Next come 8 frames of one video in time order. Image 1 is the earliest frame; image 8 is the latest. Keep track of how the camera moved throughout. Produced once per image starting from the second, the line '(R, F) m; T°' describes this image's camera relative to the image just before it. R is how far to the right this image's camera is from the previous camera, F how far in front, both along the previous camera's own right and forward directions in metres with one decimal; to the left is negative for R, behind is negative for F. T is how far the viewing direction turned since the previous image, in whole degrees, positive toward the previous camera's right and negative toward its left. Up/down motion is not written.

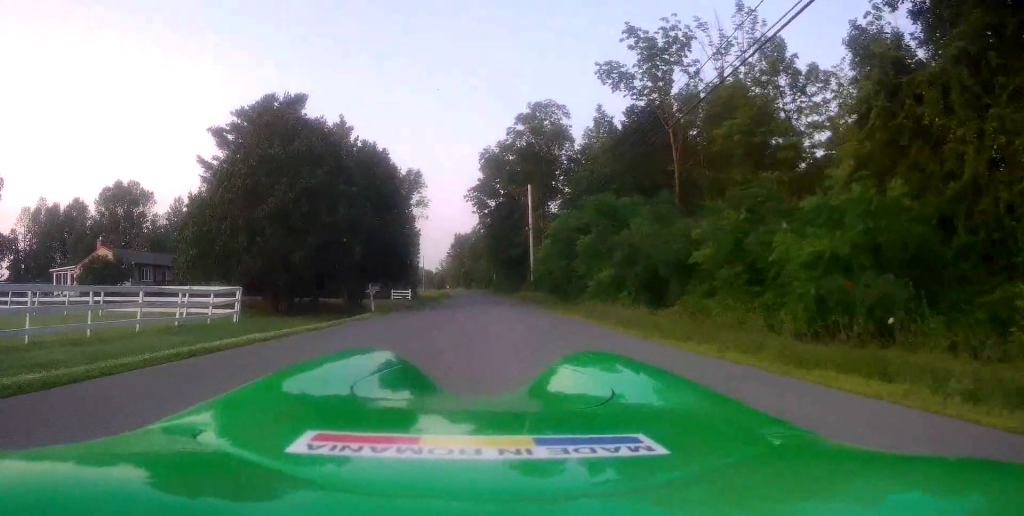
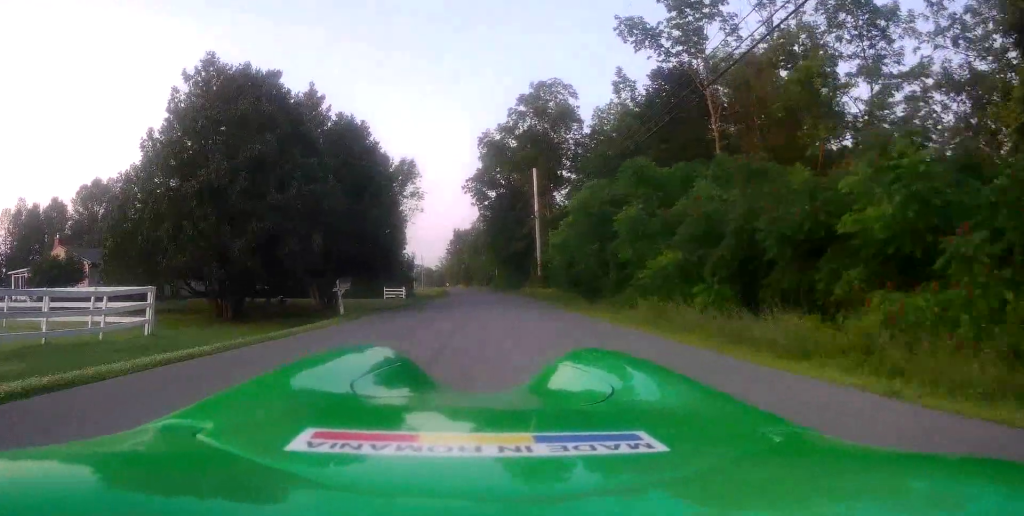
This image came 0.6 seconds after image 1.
(0.0, +7.3) m; +1°
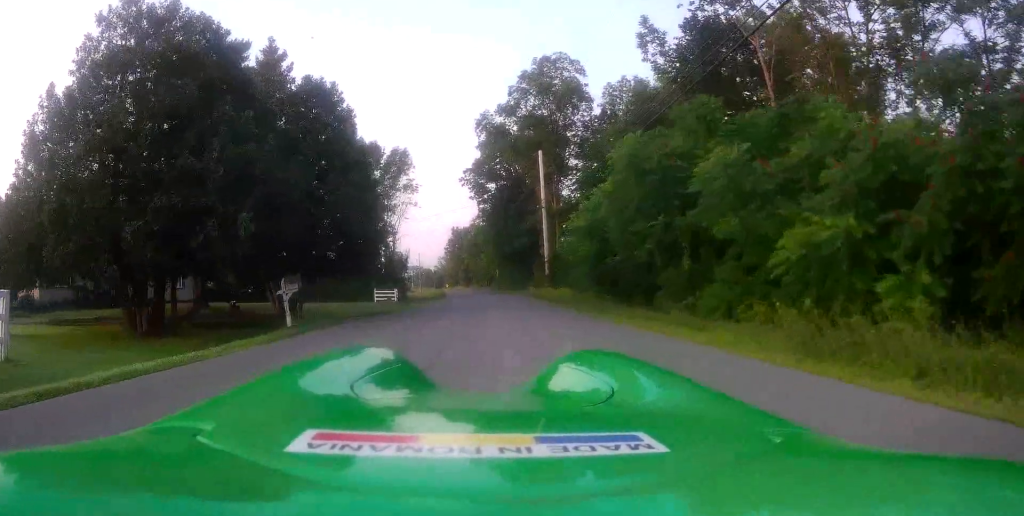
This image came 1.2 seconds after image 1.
(0.0, +7.3) m; +1°
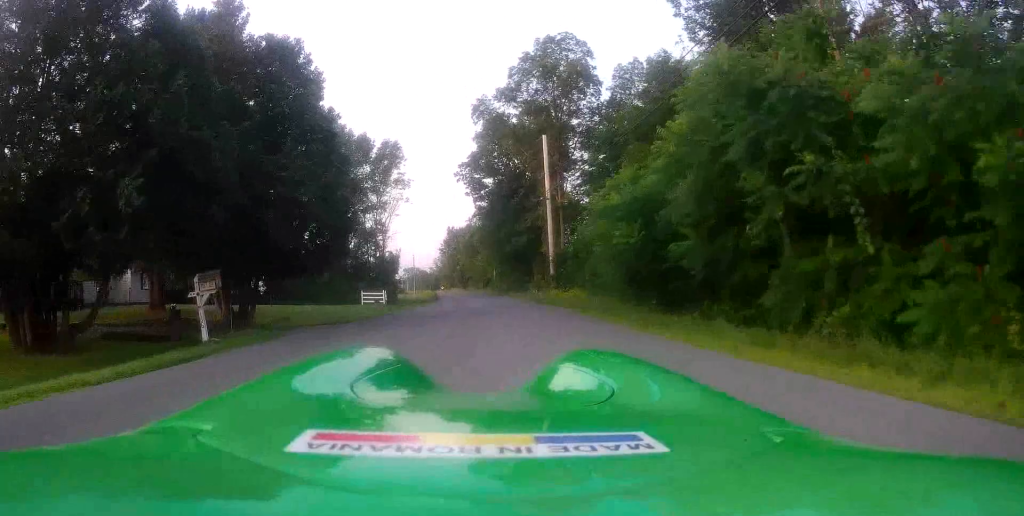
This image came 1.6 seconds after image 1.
(+0.1, +5.4) m; 0°
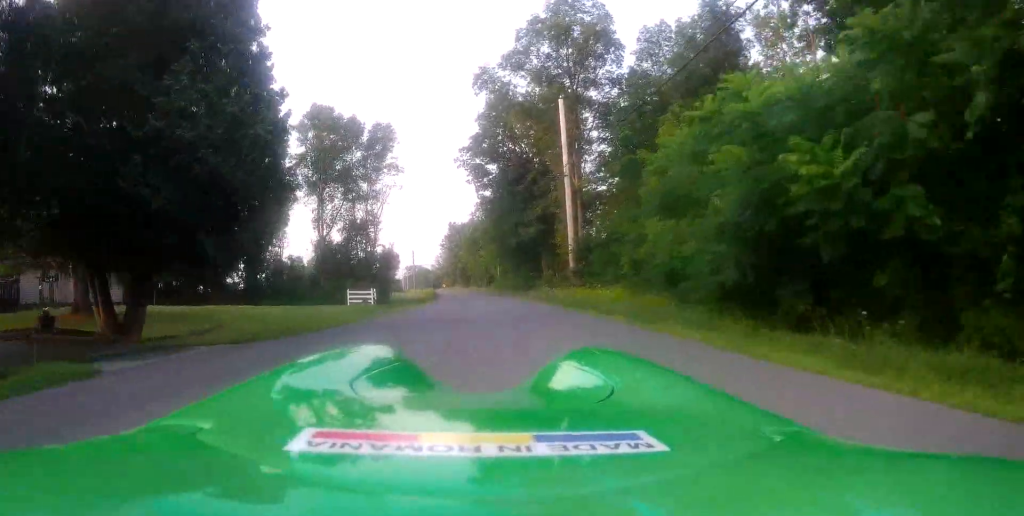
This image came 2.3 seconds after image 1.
(+0.2, +7.6) m; 0°
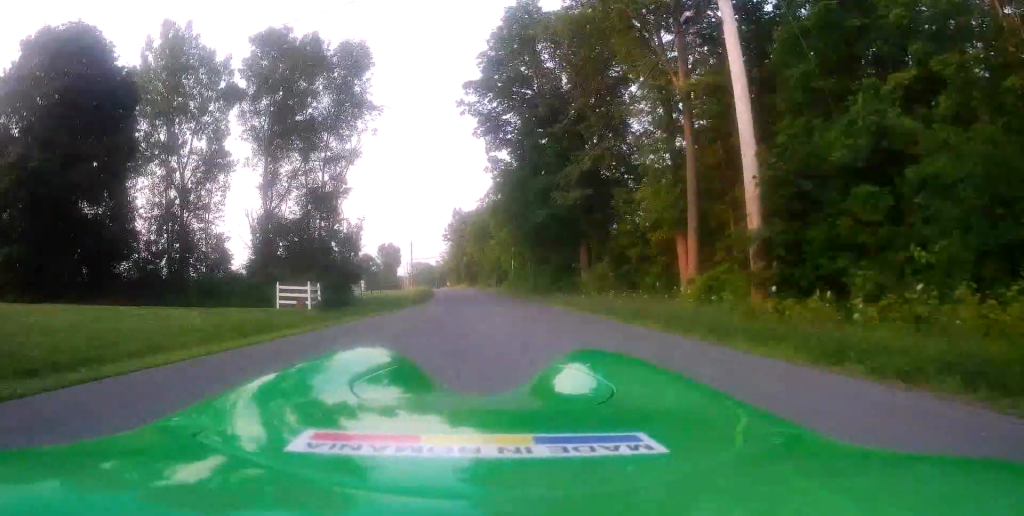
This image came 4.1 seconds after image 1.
(-0.7, +20.3) m; -2°
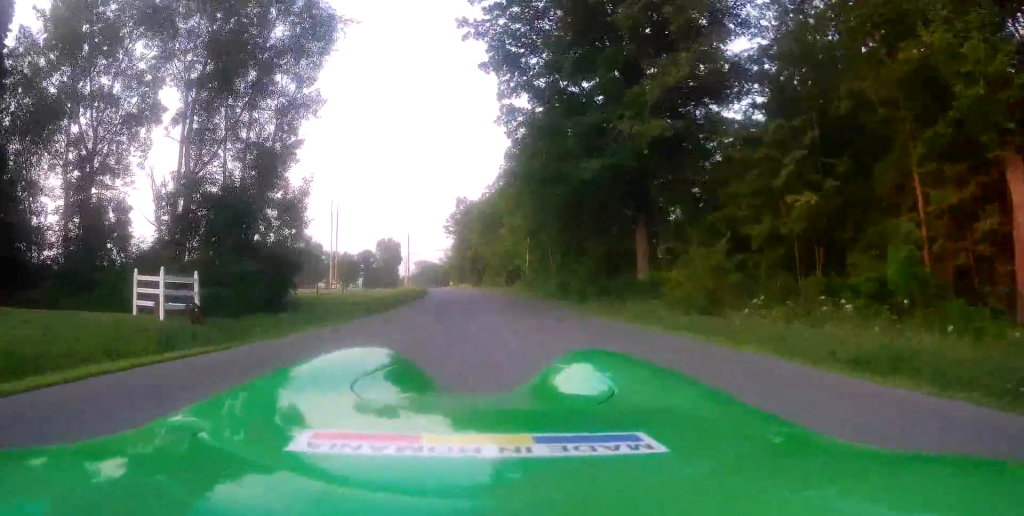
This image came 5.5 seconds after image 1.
(0.0, +14.8) m; 0°
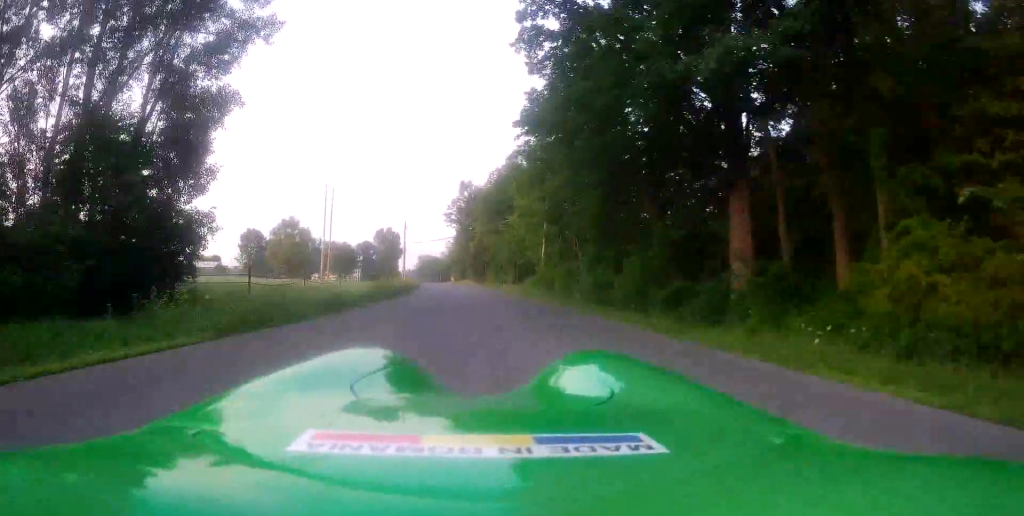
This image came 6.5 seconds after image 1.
(0.0, +10.8) m; 0°
